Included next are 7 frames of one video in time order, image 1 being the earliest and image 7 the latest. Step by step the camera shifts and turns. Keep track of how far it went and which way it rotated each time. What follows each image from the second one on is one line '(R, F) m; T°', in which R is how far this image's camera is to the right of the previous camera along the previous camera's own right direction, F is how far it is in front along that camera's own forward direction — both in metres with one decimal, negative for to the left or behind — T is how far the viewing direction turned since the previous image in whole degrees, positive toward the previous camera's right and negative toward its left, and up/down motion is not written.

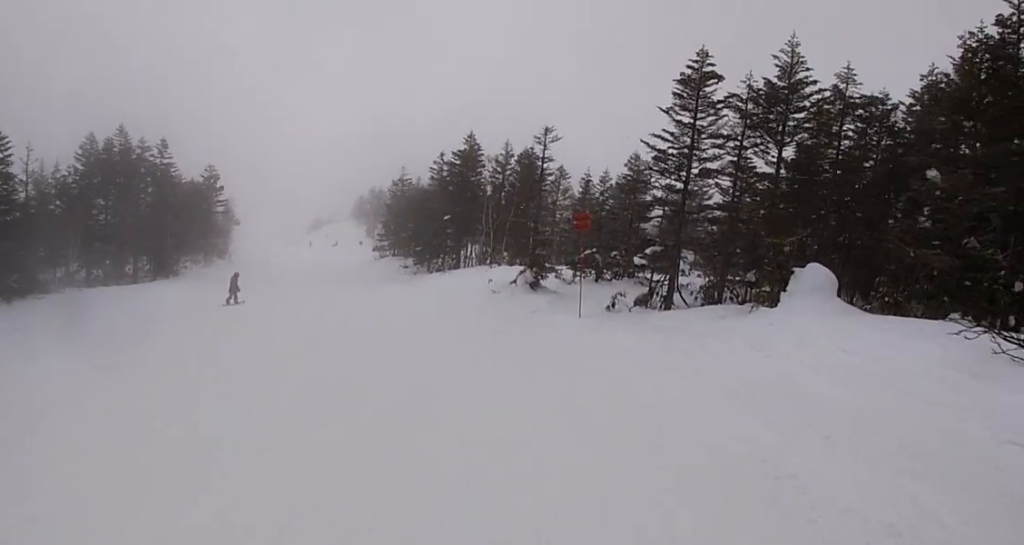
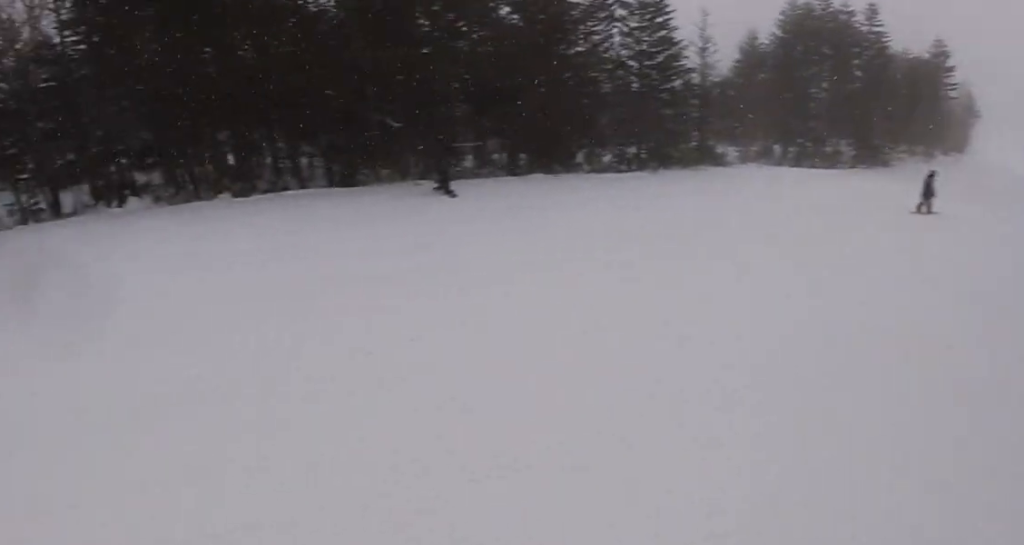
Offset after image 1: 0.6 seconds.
(0.0, +5.1) m; -13°
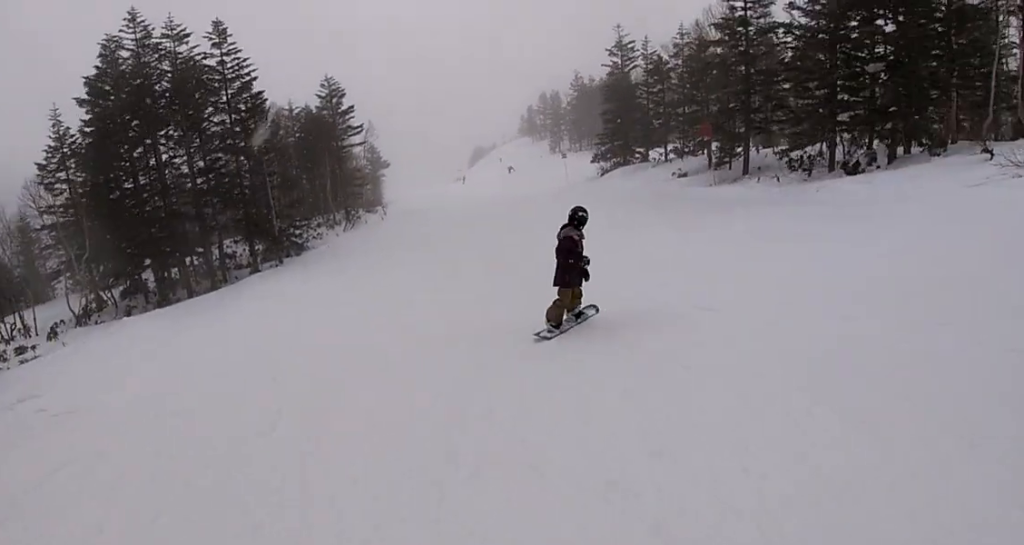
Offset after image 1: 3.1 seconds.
(-8.2, +17.5) m; -22°
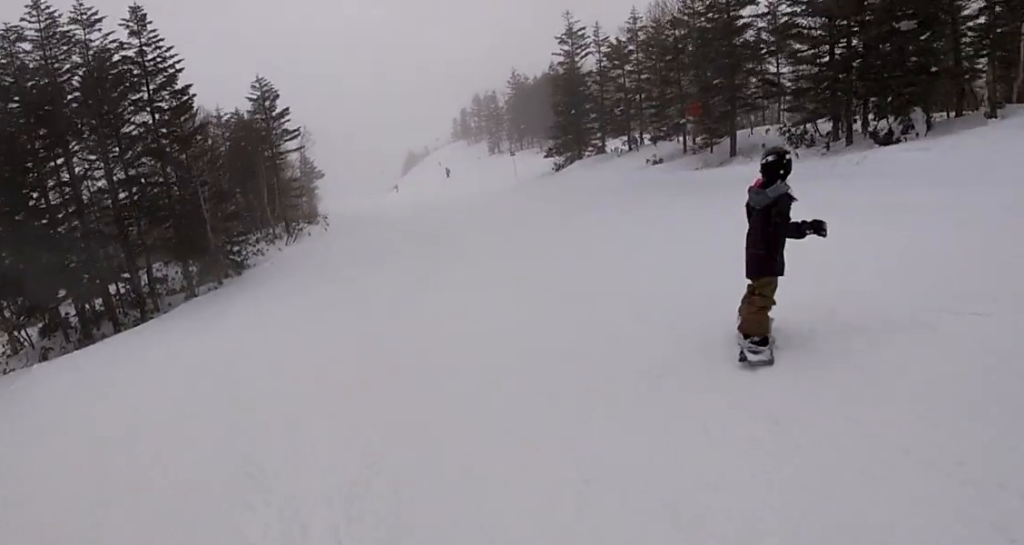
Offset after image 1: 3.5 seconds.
(+0.3, +3.4) m; +7°
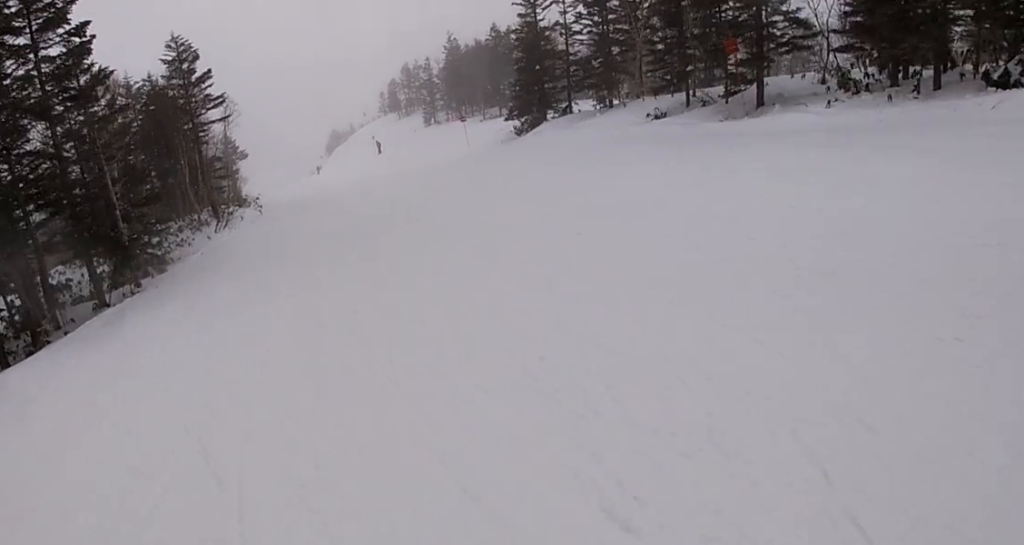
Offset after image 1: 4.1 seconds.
(+0.5, +5.2) m; +10°
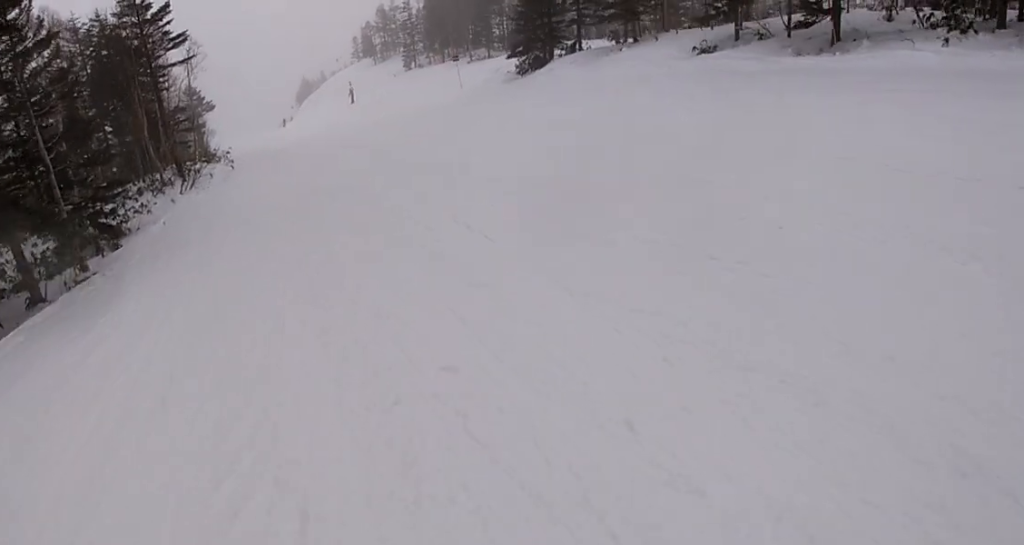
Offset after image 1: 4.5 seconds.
(+0.2, +4.0) m; +7°
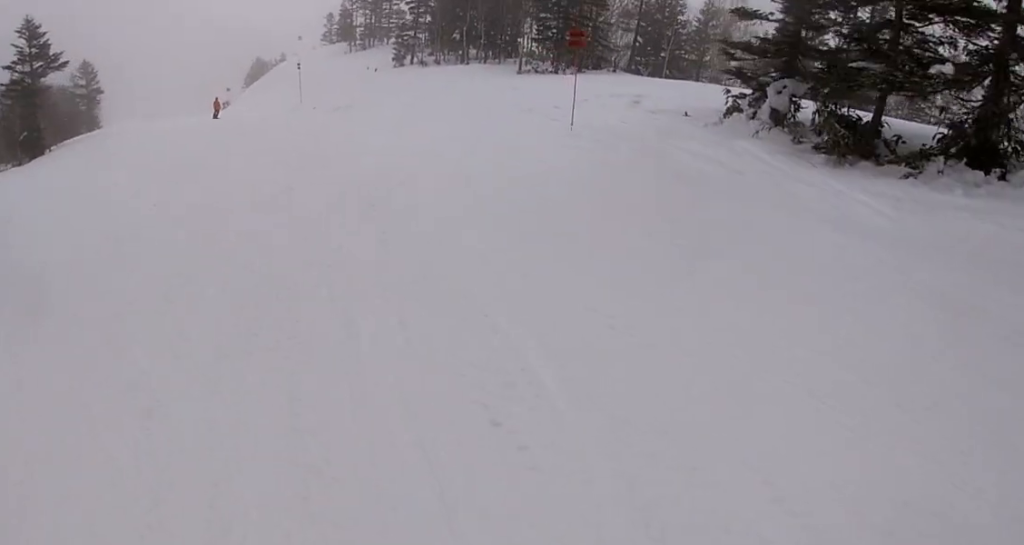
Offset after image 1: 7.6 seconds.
(+0.9, +26.2) m; -9°
